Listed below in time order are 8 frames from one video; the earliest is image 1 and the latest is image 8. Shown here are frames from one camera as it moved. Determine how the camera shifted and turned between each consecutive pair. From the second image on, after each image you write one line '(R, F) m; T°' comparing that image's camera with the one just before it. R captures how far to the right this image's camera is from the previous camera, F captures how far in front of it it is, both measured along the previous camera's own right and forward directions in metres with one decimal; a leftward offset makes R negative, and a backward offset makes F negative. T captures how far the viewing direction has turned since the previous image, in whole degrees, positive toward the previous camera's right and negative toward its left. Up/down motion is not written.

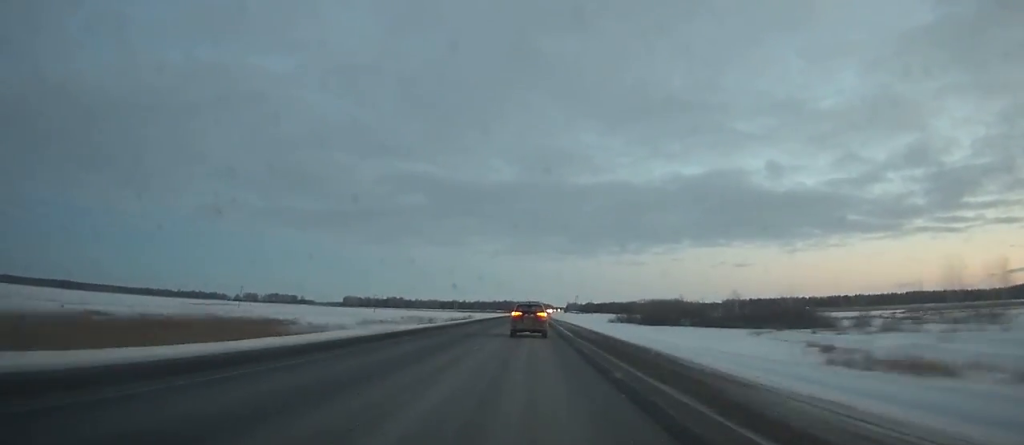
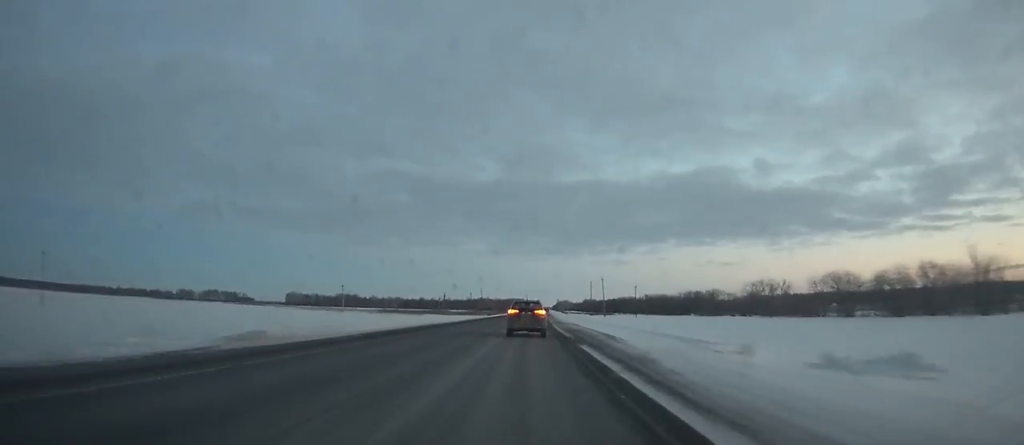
(+2.4, +191.2) m; +2°
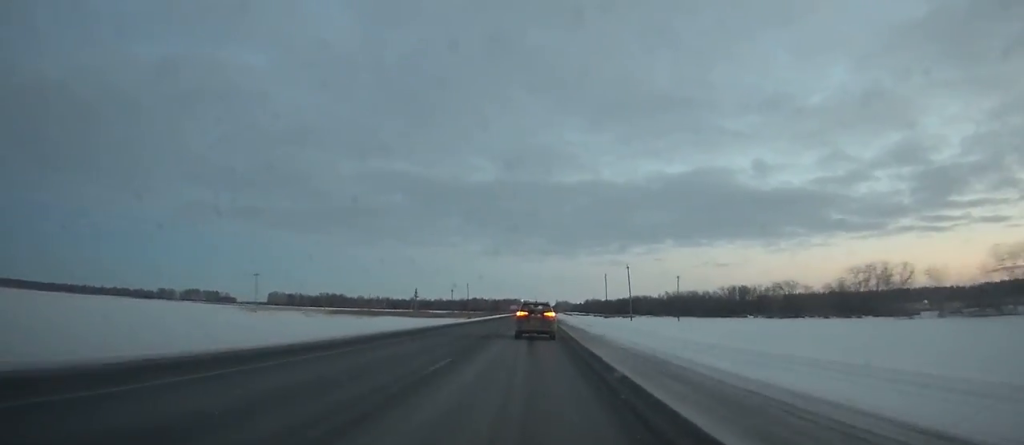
(+0.2, +53.2) m; +1°
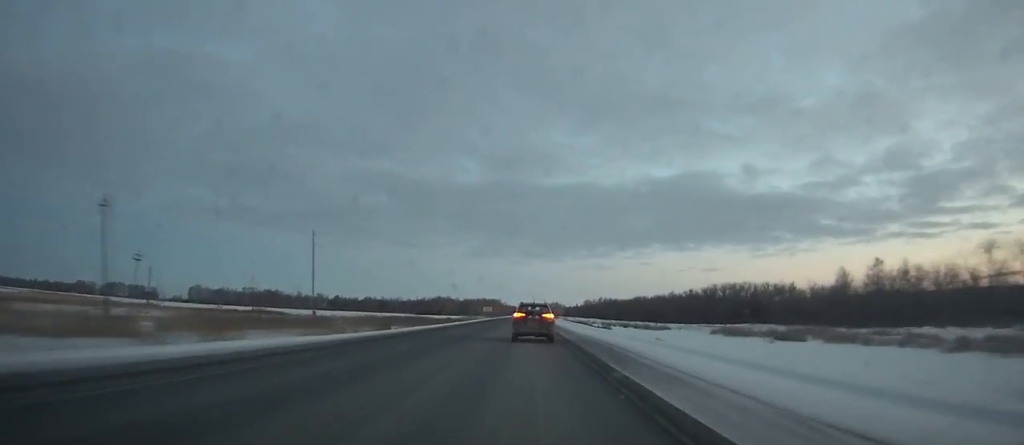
(+2.6, +168.1) m; +1°
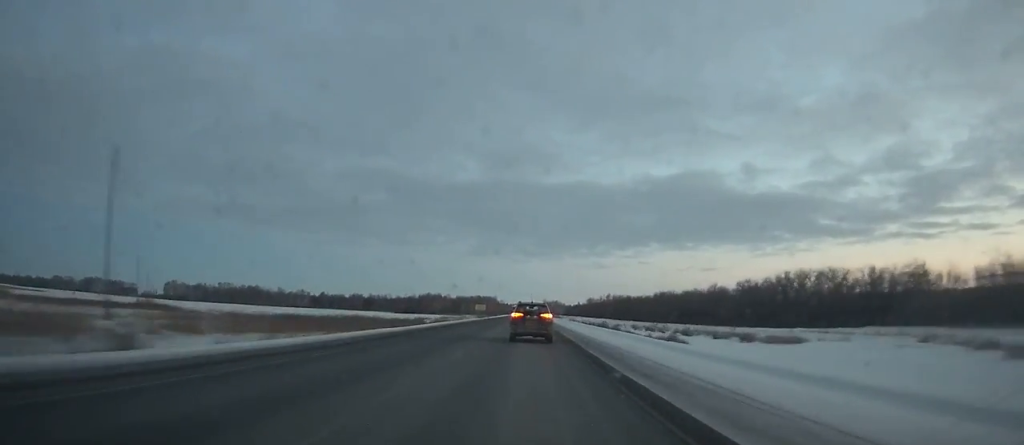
(0.0, +45.6) m; 0°
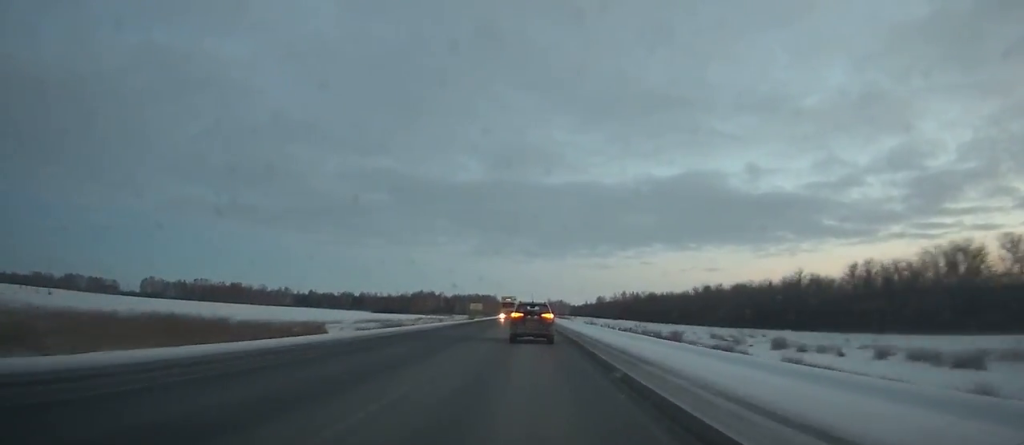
(-0.1, +45.7) m; 0°
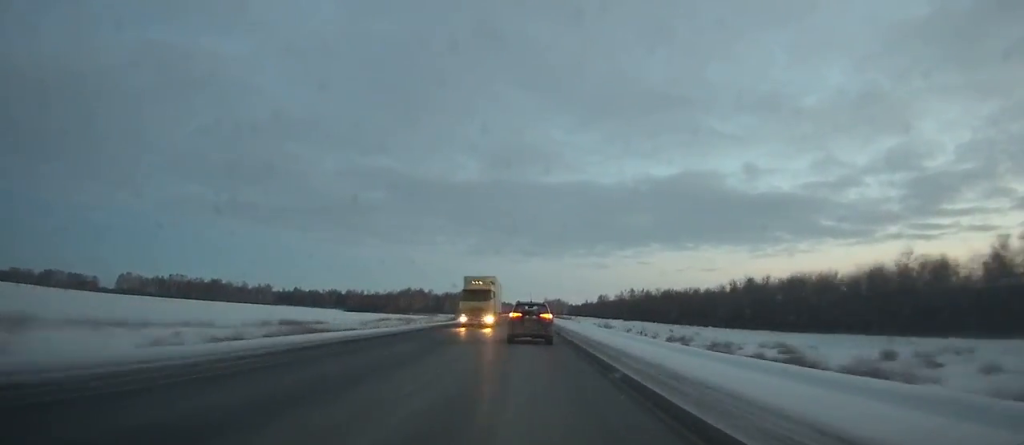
(+0.1, +32.3) m; 0°
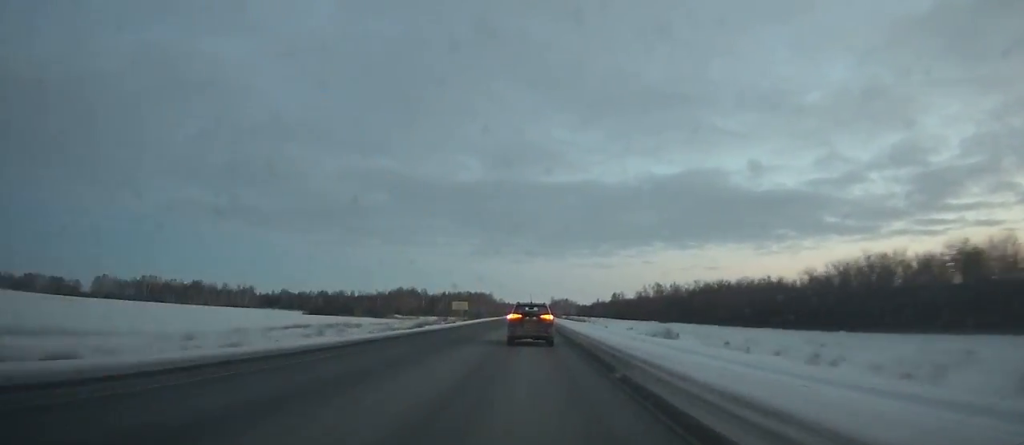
(+0.1, +43.2) m; 0°
